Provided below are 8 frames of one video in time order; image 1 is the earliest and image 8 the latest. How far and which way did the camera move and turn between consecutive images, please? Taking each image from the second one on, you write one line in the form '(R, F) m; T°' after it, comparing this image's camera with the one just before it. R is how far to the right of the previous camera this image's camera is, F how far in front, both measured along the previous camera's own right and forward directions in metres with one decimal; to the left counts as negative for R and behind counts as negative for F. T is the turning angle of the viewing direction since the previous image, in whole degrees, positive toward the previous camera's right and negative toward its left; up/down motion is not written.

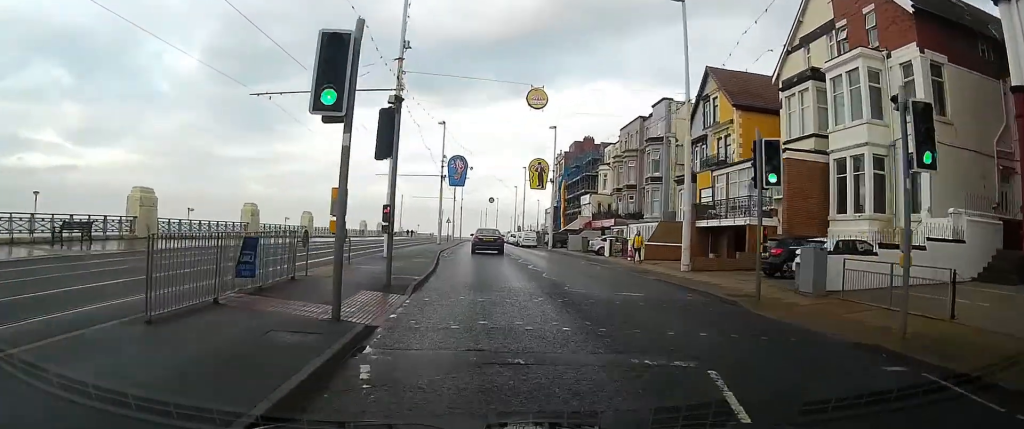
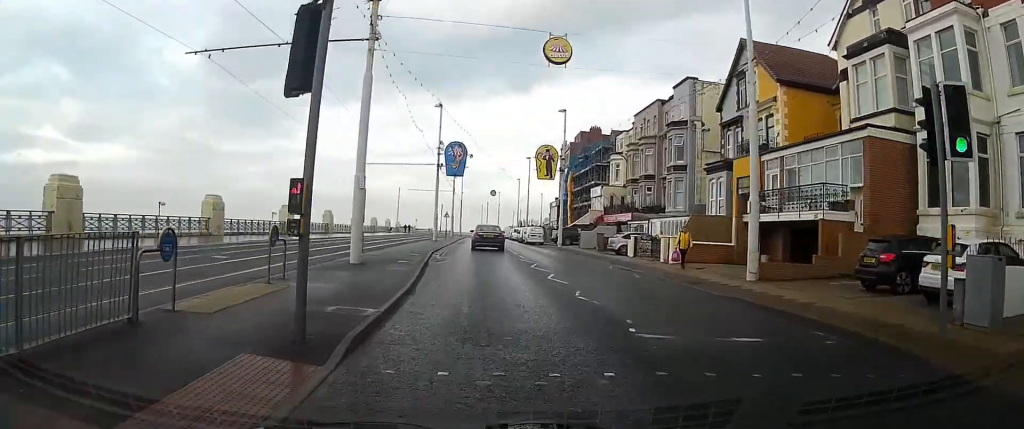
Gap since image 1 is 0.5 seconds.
(0.0, +6.3) m; -1°
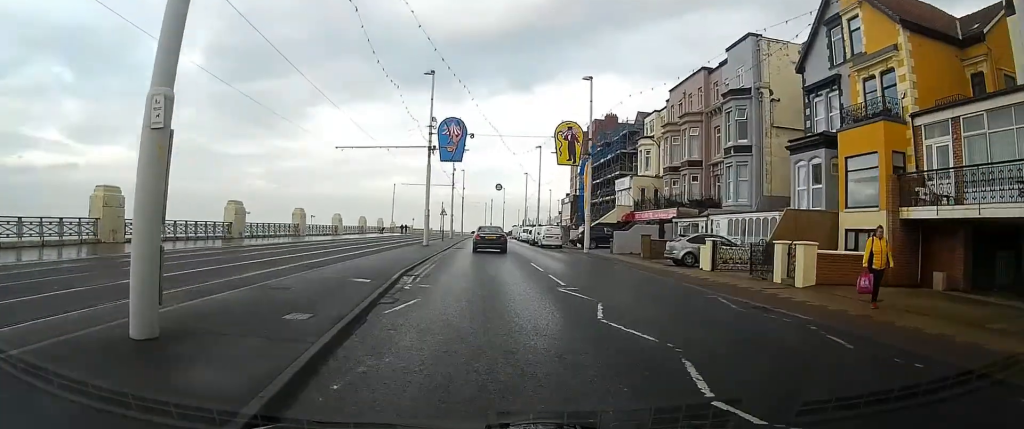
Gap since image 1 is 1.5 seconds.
(-0.1, +11.6) m; 0°
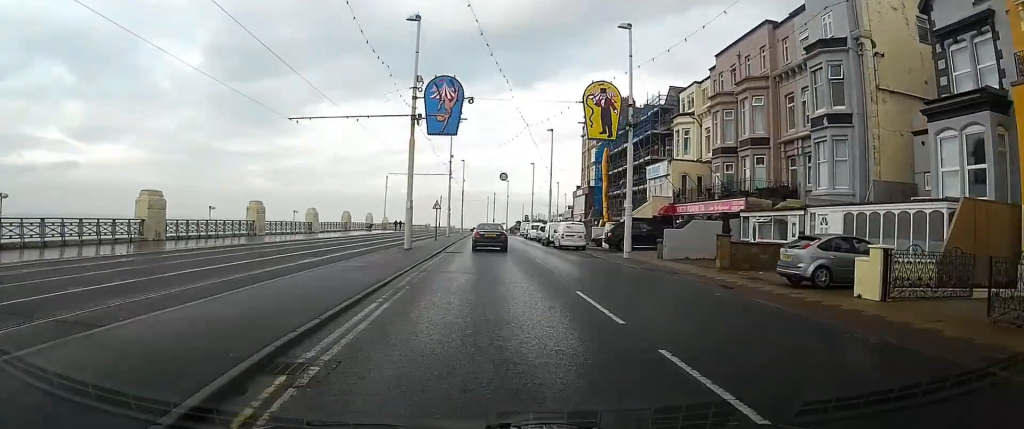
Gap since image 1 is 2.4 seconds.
(0.0, +11.0) m; 0°
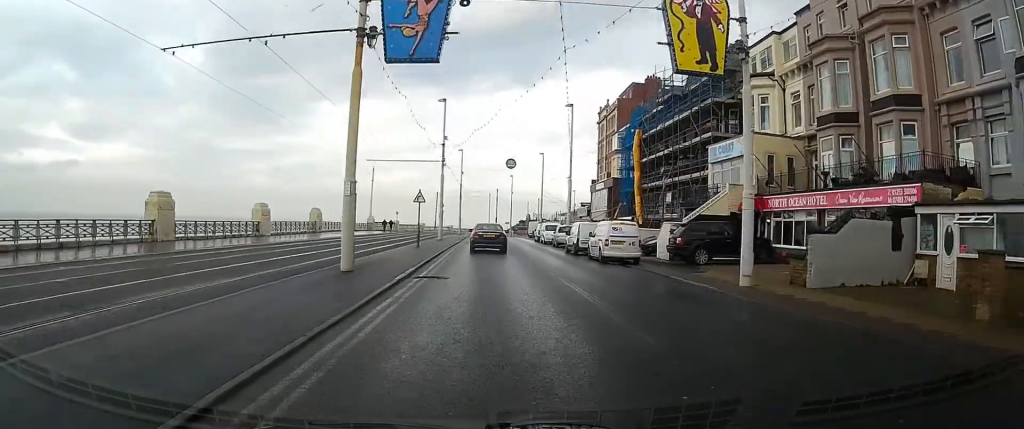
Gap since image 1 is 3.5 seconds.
(0.0, +13.9) m; 0°
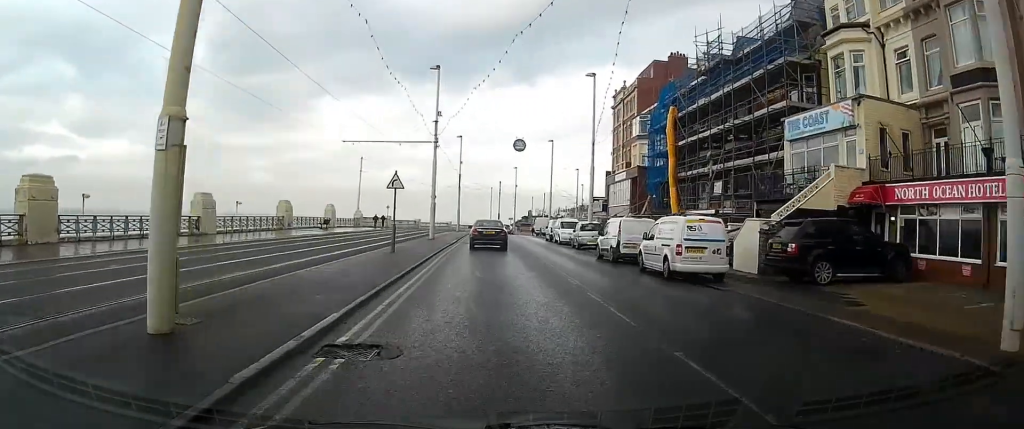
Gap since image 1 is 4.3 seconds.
(0.0, +9.8) m; 0°
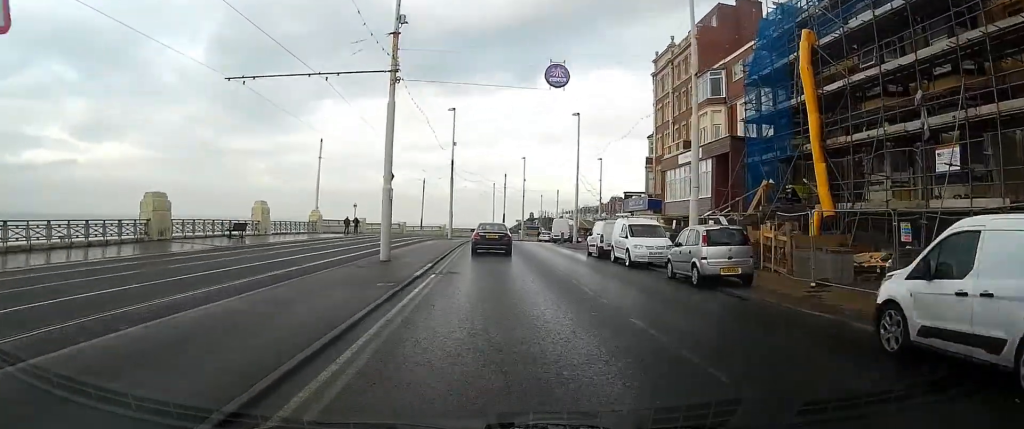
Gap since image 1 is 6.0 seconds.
(-0.1, +20.2) m; 0°
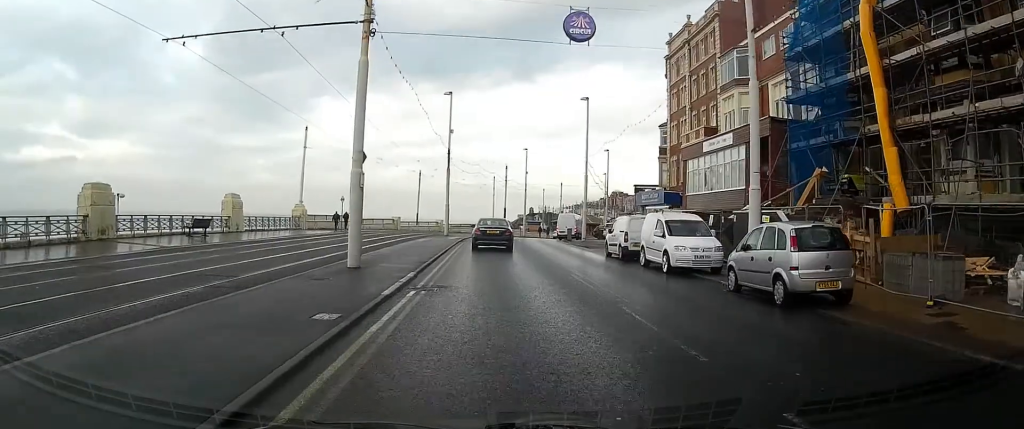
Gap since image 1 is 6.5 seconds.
(0.0, +5.0) m; 0°
